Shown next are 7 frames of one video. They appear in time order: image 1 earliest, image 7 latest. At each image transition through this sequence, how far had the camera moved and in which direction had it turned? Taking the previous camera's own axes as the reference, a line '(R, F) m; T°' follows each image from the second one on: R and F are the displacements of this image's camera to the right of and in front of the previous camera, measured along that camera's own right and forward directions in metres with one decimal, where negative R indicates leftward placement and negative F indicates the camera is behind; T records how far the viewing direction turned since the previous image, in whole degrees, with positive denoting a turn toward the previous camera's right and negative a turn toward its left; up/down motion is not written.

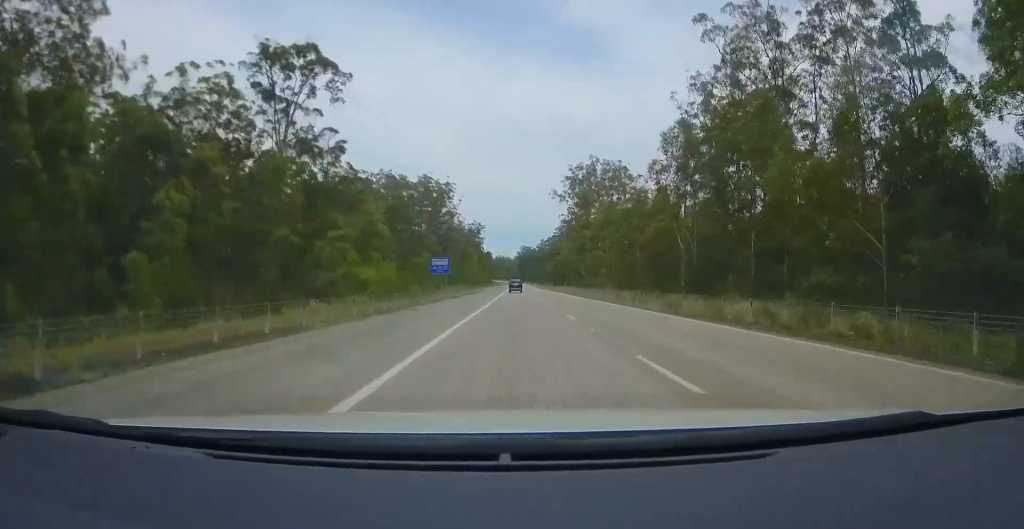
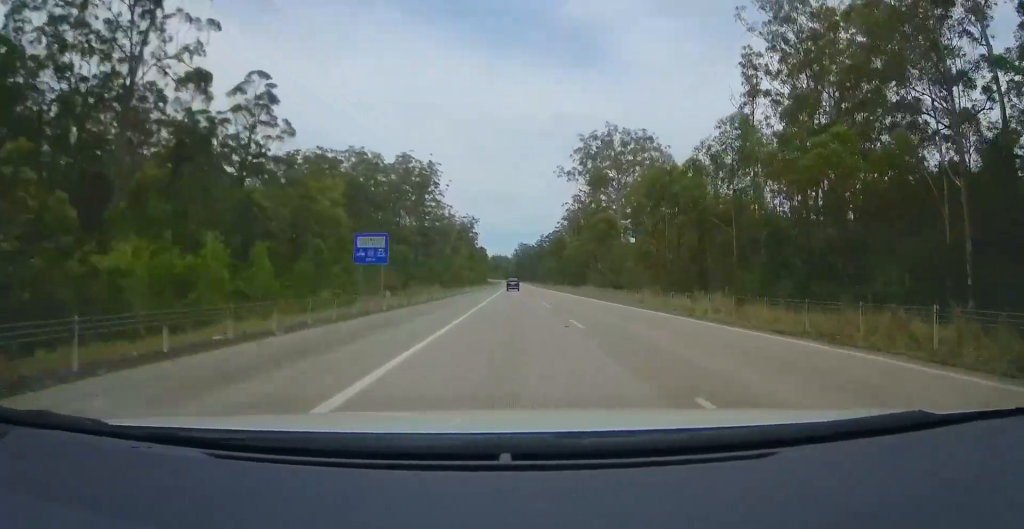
(-0.1, +28.1) m; 0°
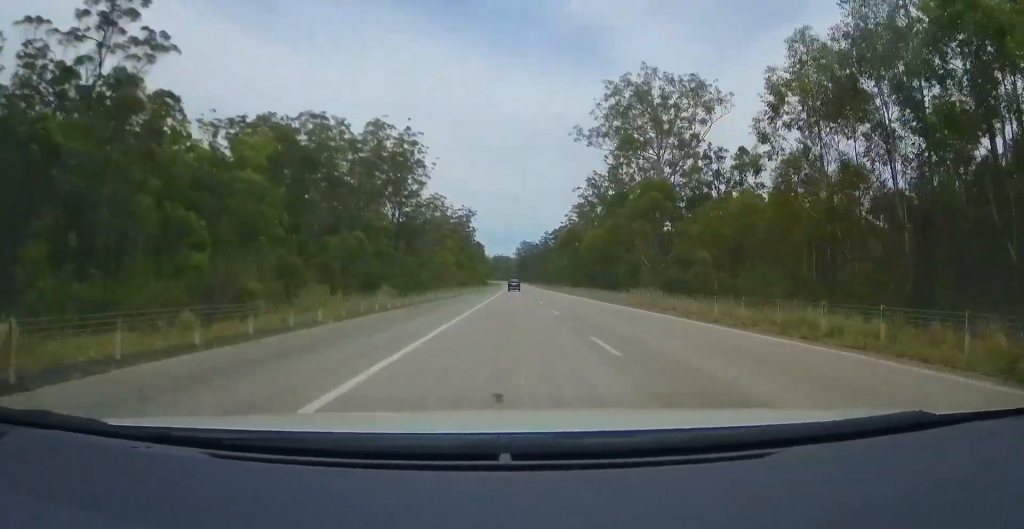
(0.0, +30.4) m; 0°
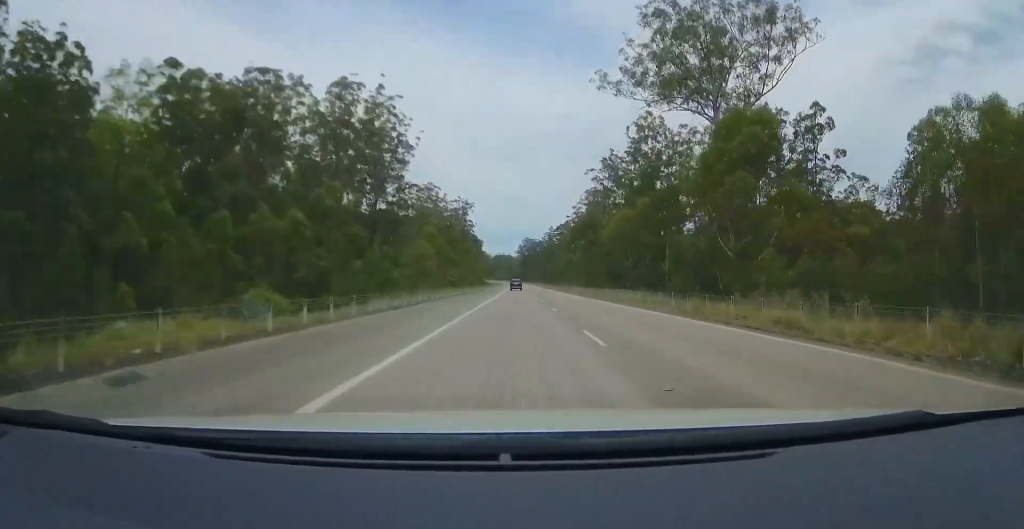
(0.0, +23.0) m; 0°
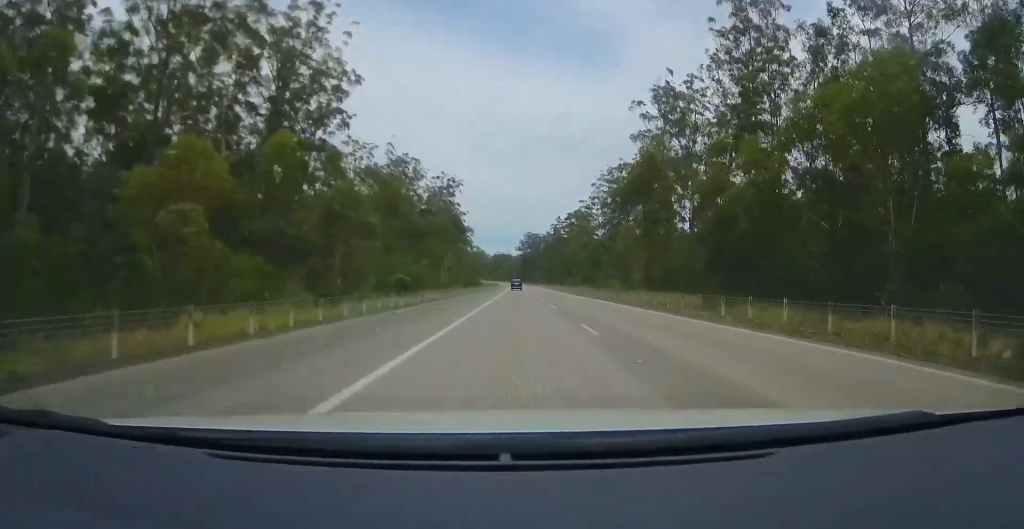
(-0.9, +47.2) m; -1°
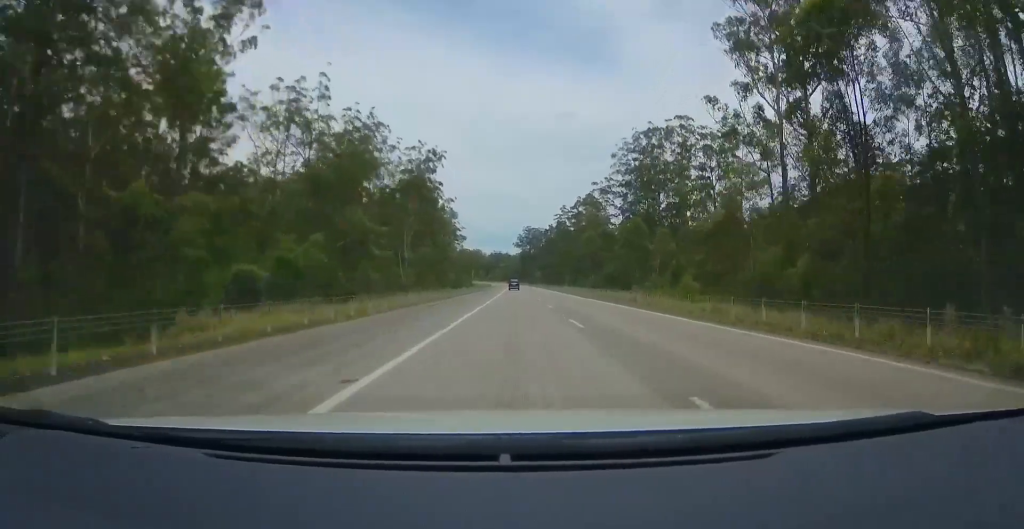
(+0.7, +35.0) m; +1°
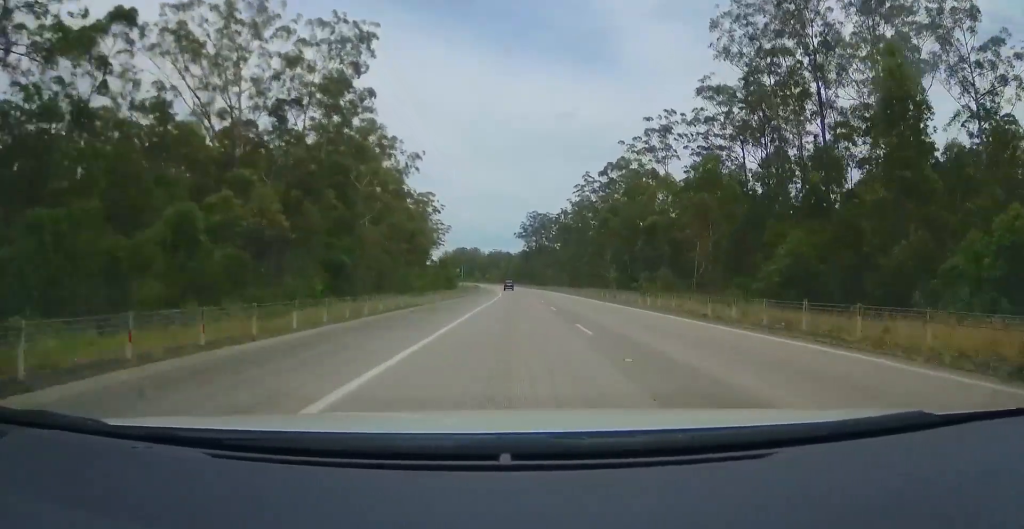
(+0.1, +63.8) m; +1°
